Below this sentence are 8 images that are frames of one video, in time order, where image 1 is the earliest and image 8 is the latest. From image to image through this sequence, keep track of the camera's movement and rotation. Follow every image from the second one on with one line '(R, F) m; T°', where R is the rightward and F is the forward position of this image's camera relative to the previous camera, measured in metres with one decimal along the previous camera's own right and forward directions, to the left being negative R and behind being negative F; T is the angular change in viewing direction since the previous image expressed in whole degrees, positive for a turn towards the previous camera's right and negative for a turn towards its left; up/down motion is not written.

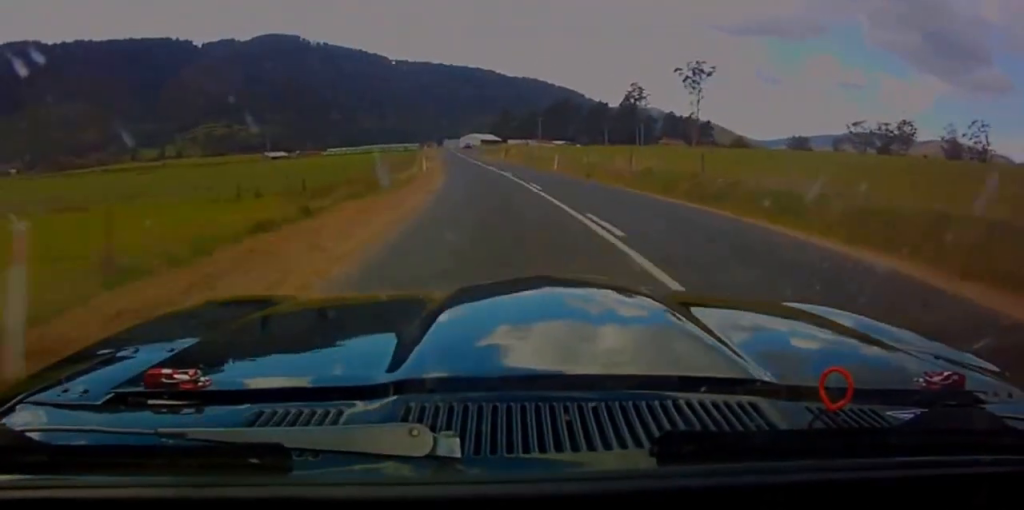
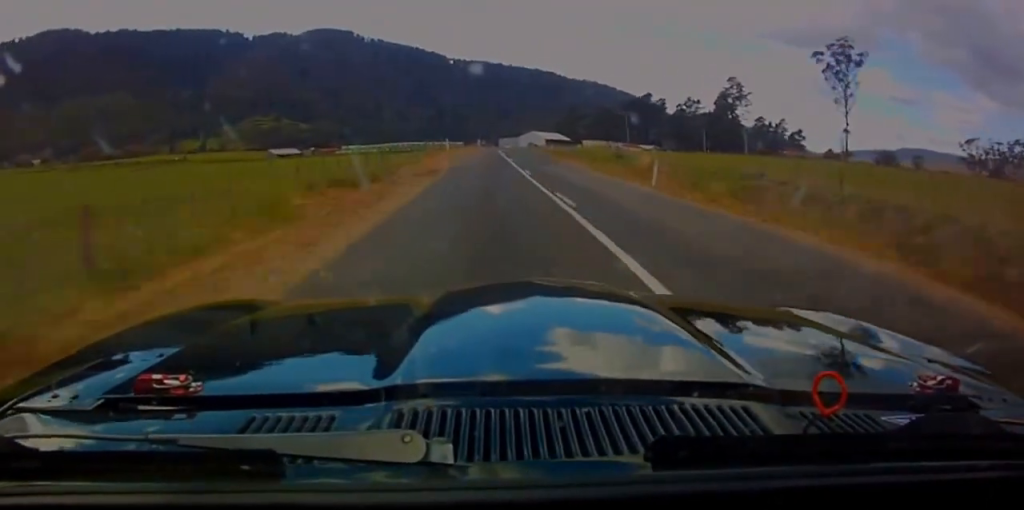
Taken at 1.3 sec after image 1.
(0.0, +55.4) m; 0°
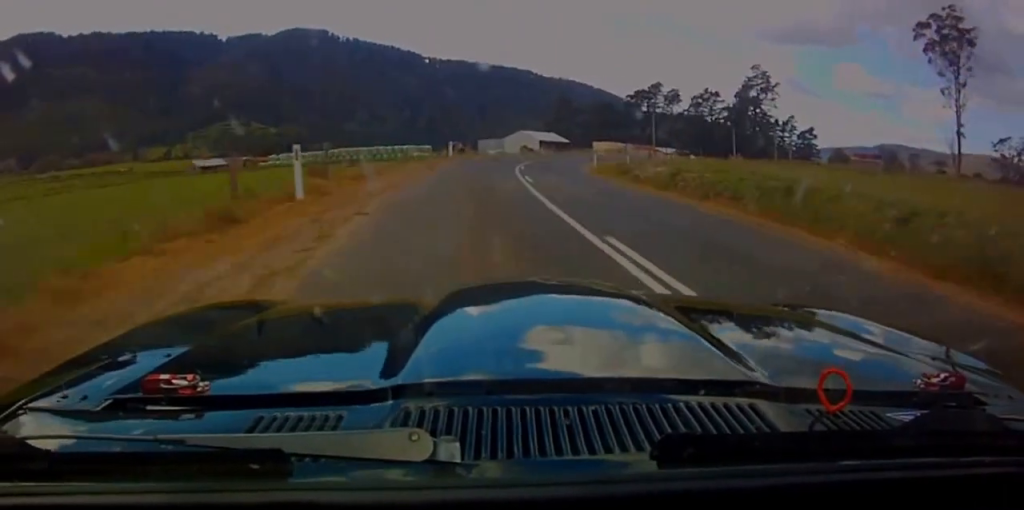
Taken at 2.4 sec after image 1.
(0.0, +45.8) m; 0°
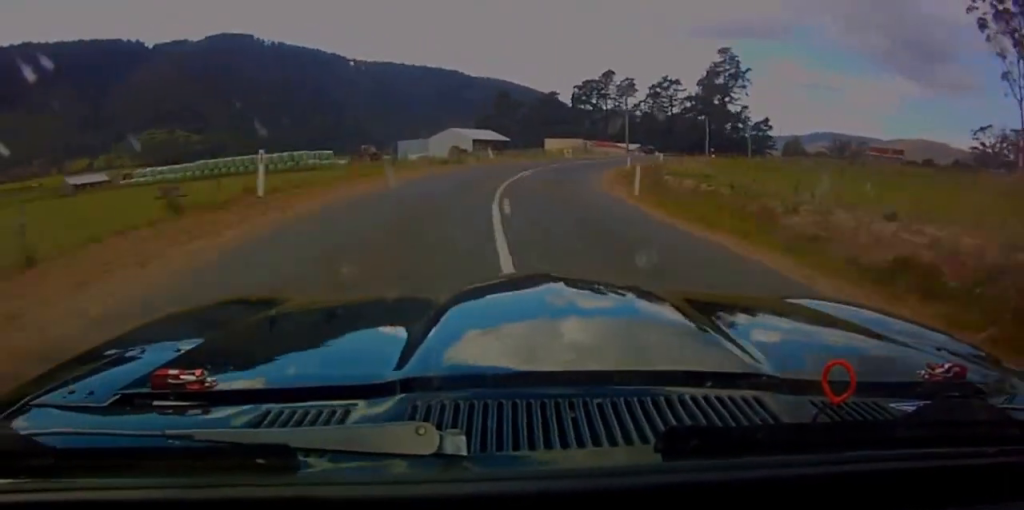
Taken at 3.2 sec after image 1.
(0.0, +31.9) m; 0°
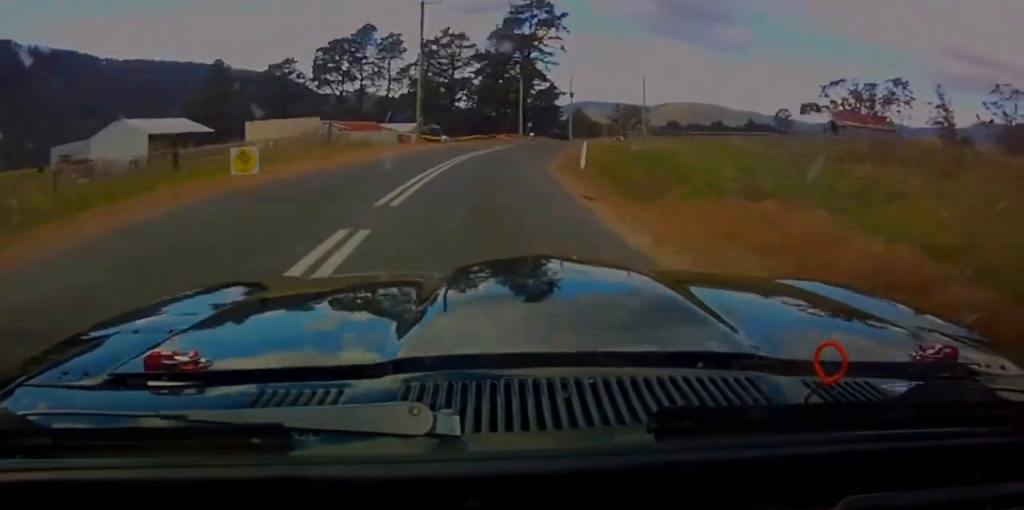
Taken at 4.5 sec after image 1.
(+0.2, +49.8) m; +4°
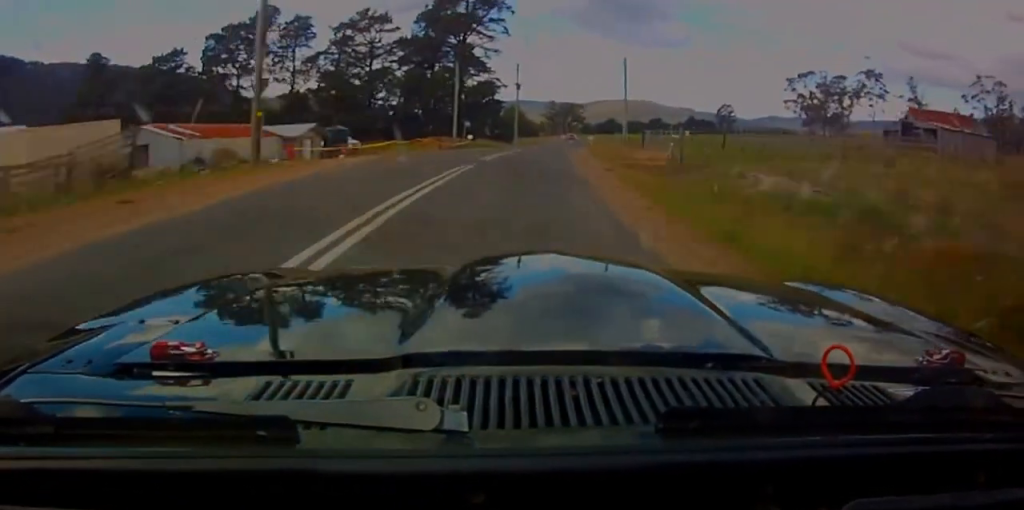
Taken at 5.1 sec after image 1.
(-1.2, +21.4) m; +7°
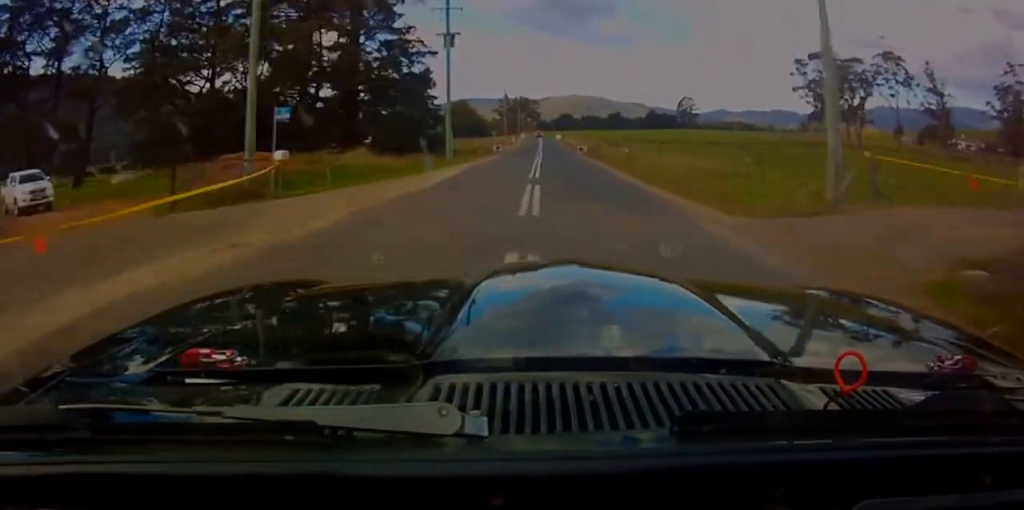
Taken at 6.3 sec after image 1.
(+8.5, +46.5) m; +15°
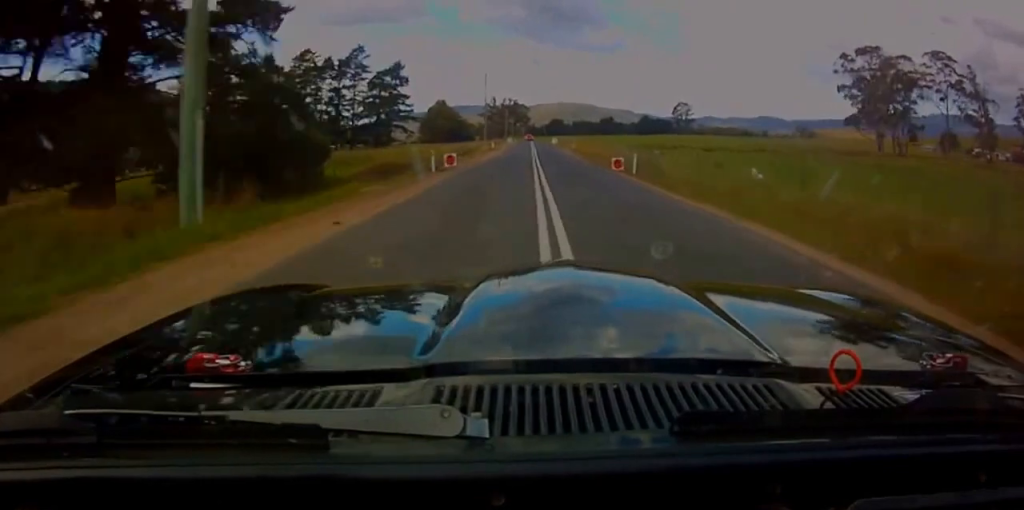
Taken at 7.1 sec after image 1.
(+0.8, +35.7) m; +1°
